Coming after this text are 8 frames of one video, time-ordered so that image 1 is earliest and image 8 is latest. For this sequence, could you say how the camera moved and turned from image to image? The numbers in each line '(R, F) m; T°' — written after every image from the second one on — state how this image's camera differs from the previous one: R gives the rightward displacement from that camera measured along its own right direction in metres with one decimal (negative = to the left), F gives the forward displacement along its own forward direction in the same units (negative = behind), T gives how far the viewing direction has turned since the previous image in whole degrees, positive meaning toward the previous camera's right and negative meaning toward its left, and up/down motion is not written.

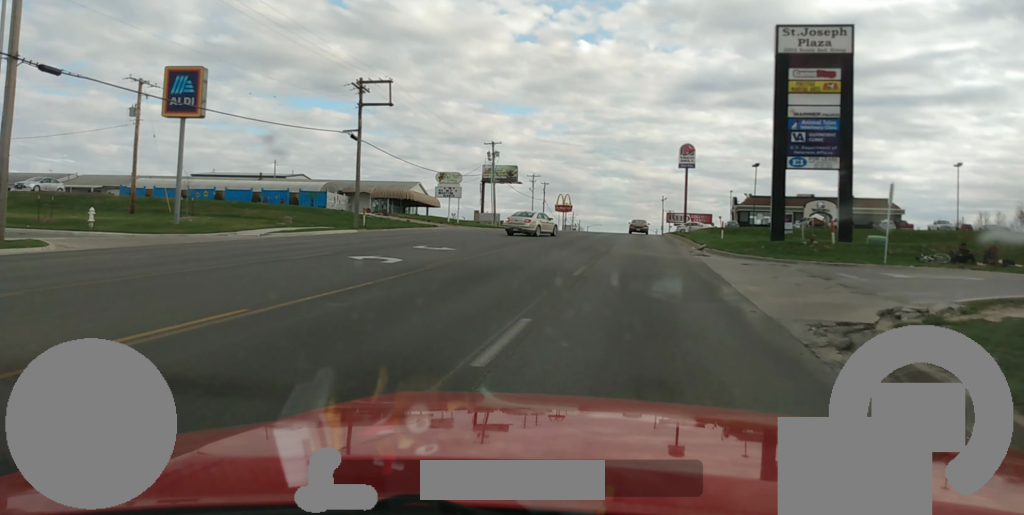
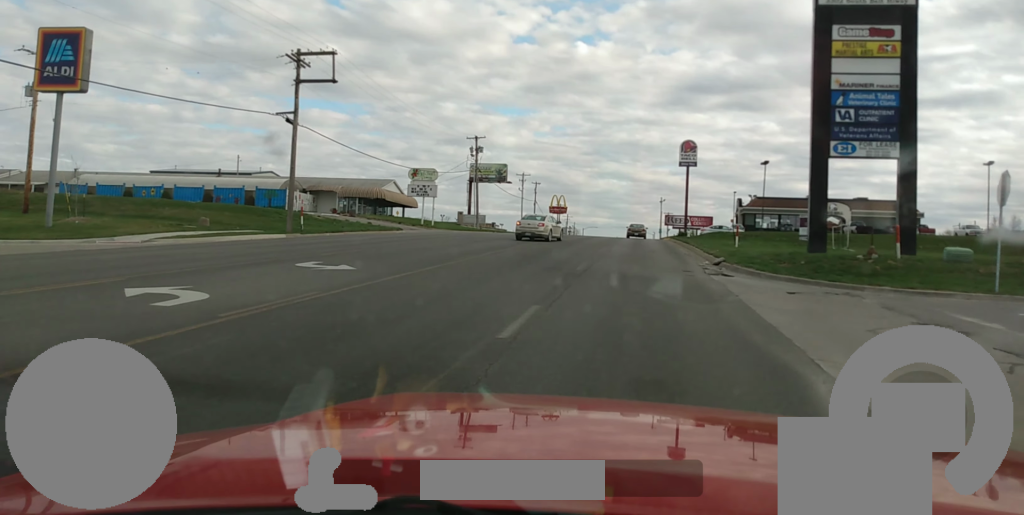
(+0.1, +9.4) m; +1°
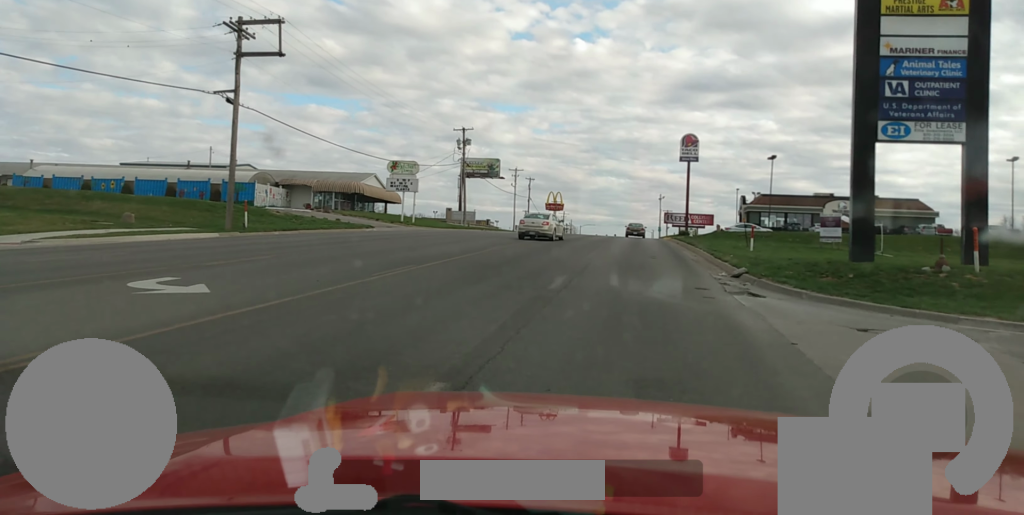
(0.0, +6.2) m; 0°
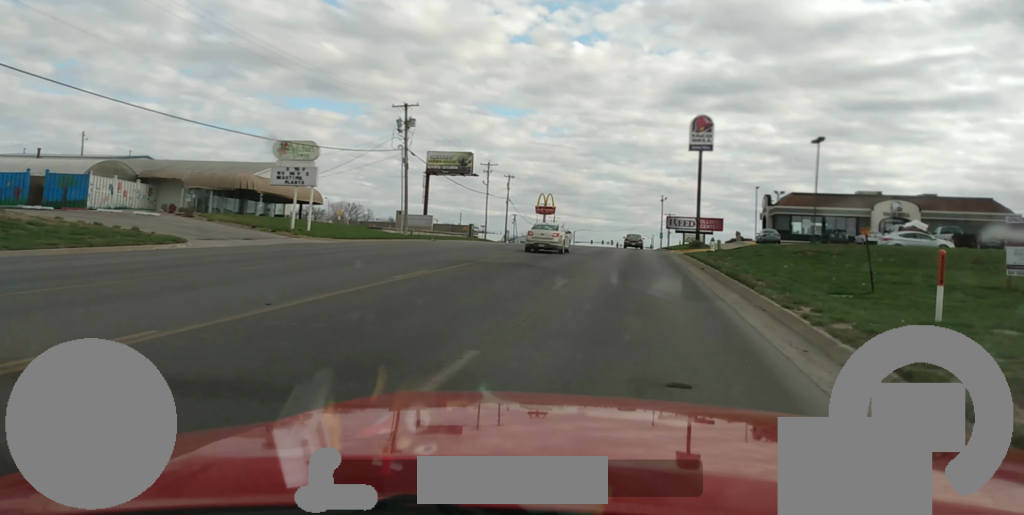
(-0.3, +22.6) m; 0°
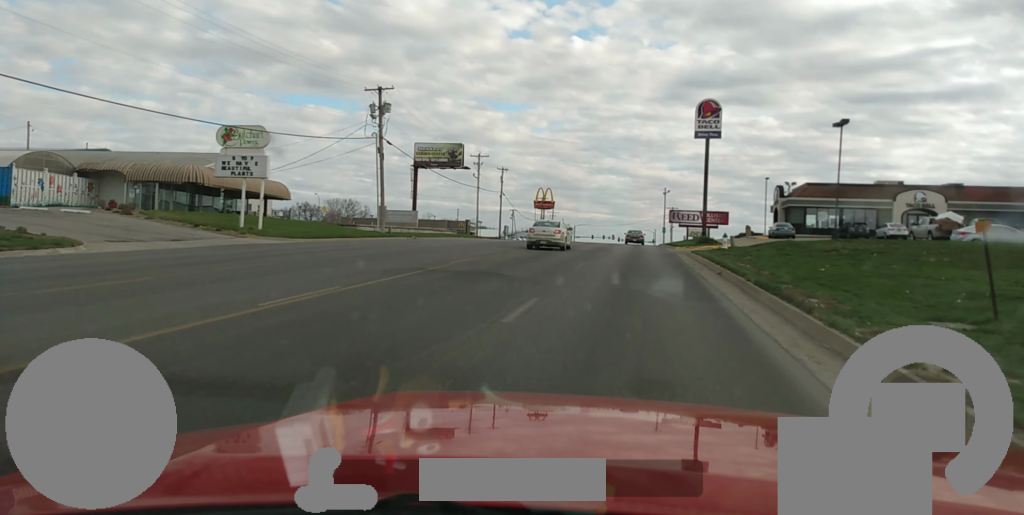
(+0.1, +6.0) m; +1°
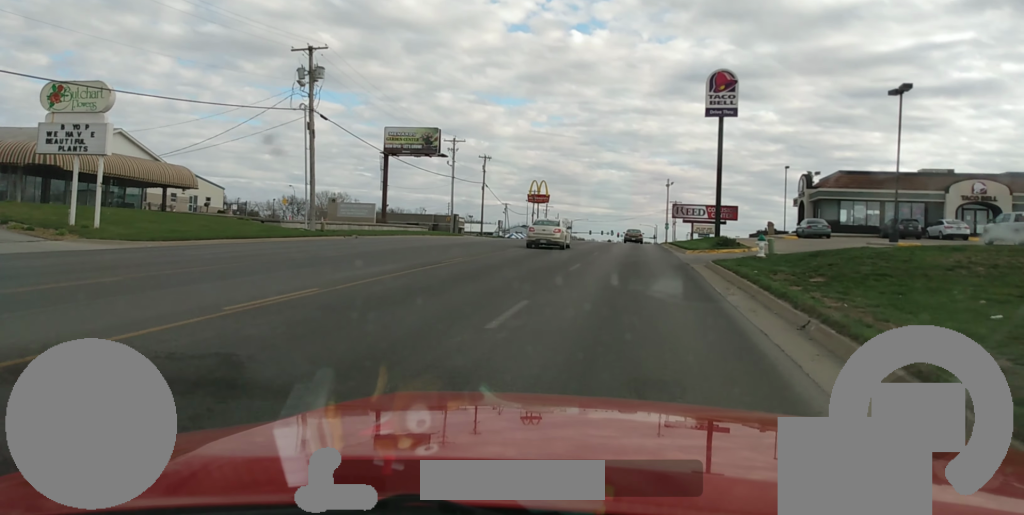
(0.0, +12.6) m; 0°
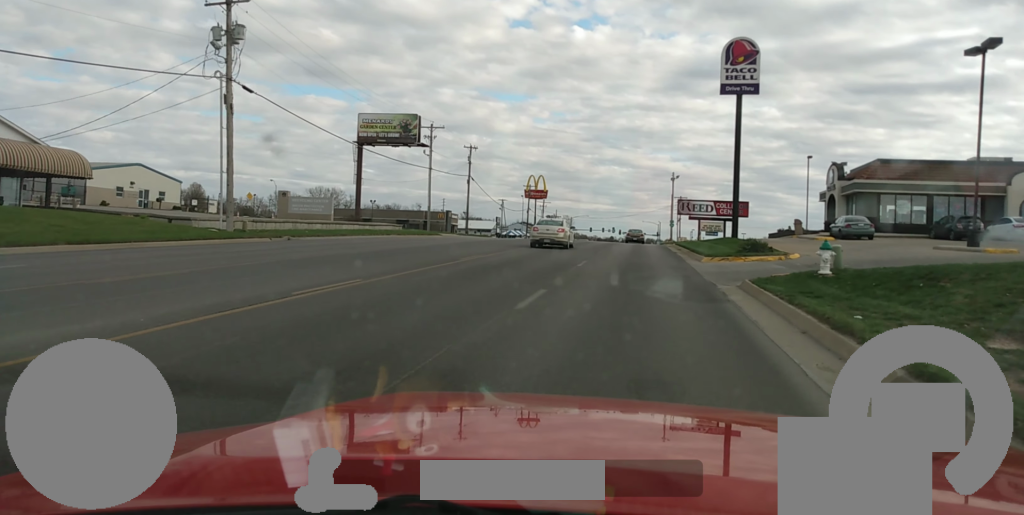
(0.0, +9.2) m; 0°
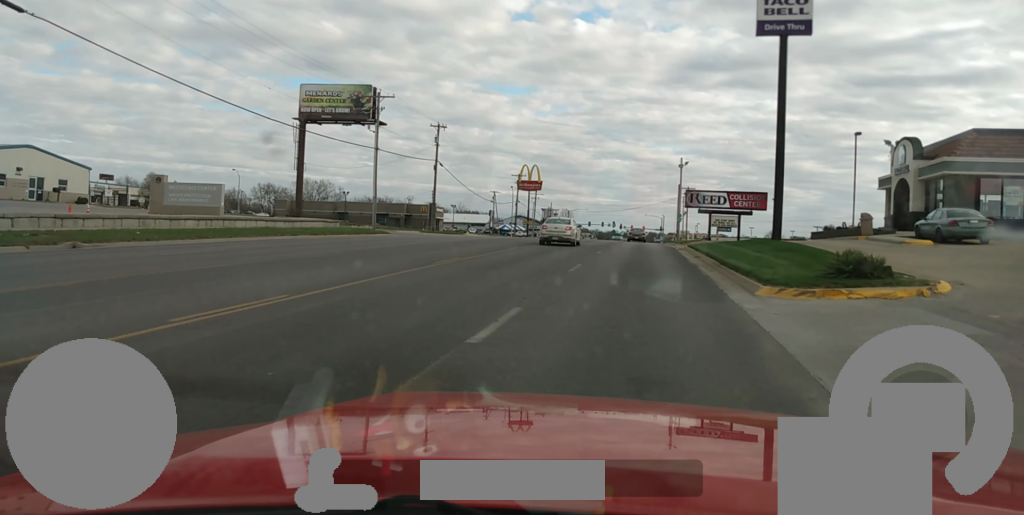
(0.0, +15.4) m; 0°
